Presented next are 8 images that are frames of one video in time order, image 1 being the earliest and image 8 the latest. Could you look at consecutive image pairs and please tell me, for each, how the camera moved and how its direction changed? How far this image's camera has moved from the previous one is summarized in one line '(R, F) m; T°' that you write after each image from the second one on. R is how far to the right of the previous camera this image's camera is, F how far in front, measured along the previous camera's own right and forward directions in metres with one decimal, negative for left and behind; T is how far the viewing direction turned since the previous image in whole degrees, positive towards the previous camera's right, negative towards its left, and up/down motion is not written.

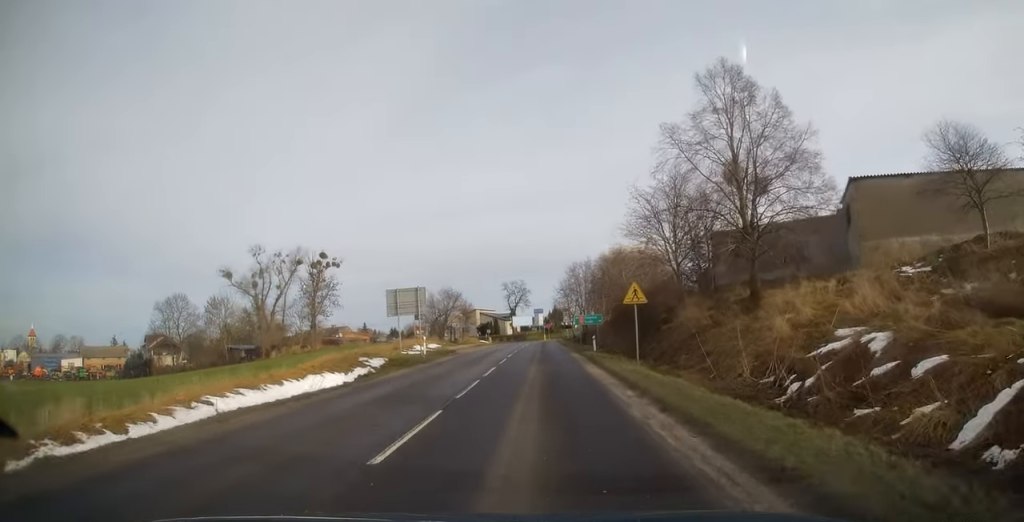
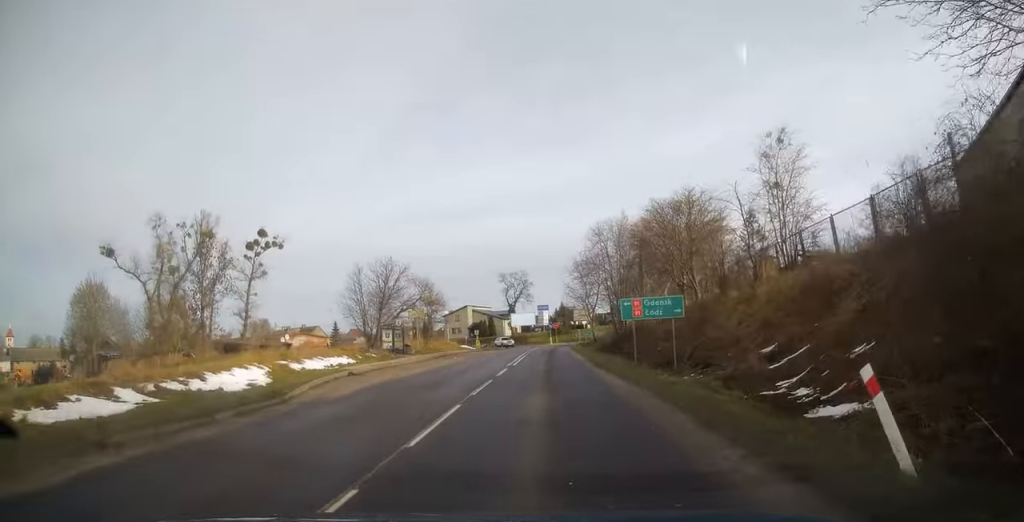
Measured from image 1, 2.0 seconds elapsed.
(+0.3, +29.2) m; 0°
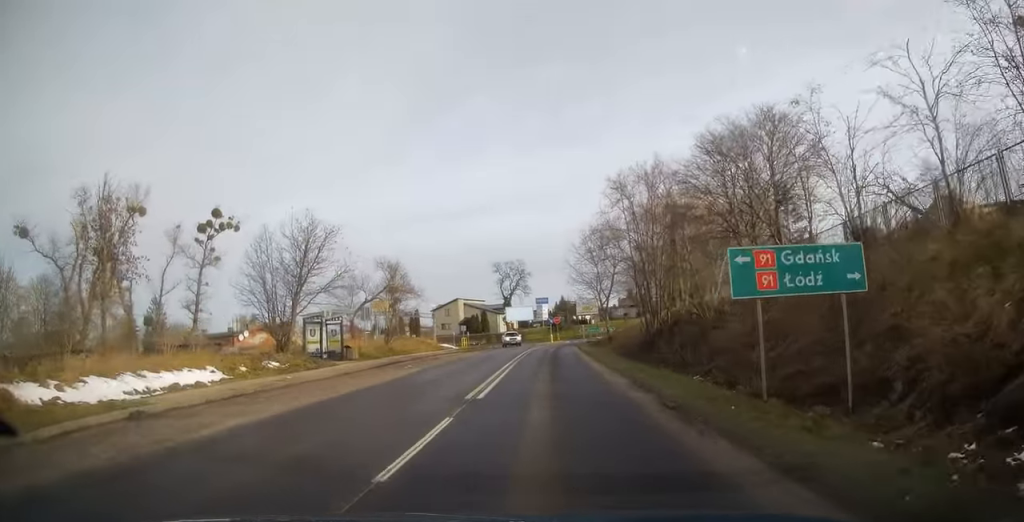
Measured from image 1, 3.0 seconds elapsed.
(-0.4, +13.9) m; -1°
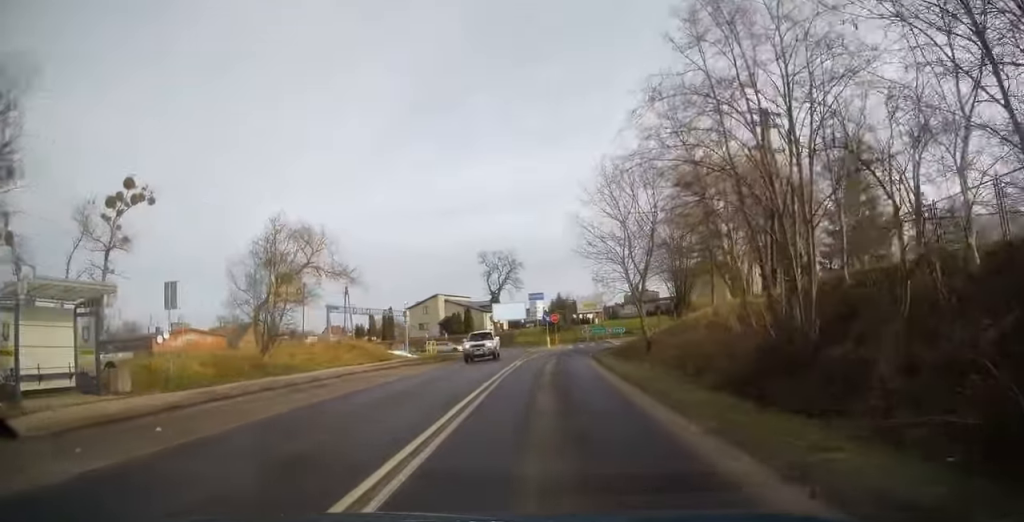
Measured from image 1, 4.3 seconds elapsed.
(+0.3, +18.4) m; +1°
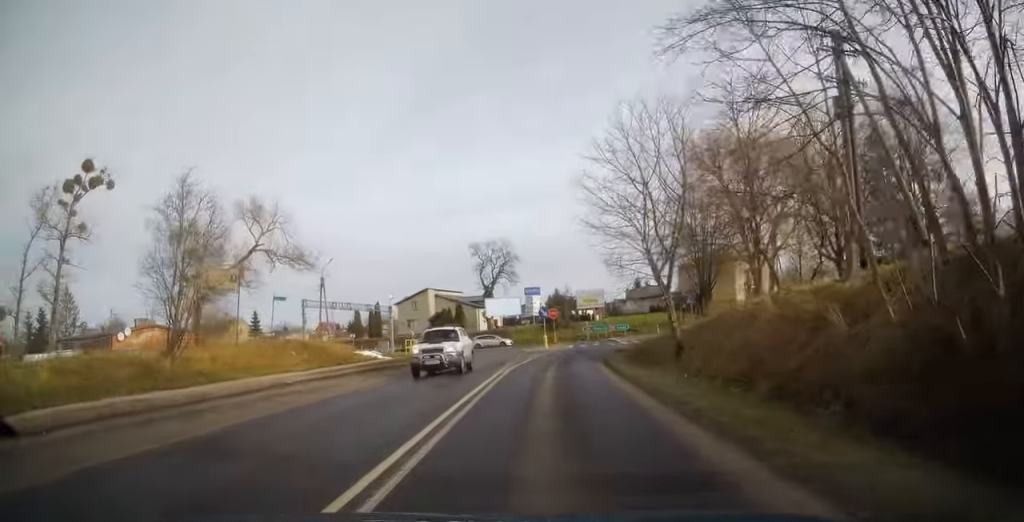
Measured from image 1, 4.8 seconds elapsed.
(-0.1, +6.8) m; 0°
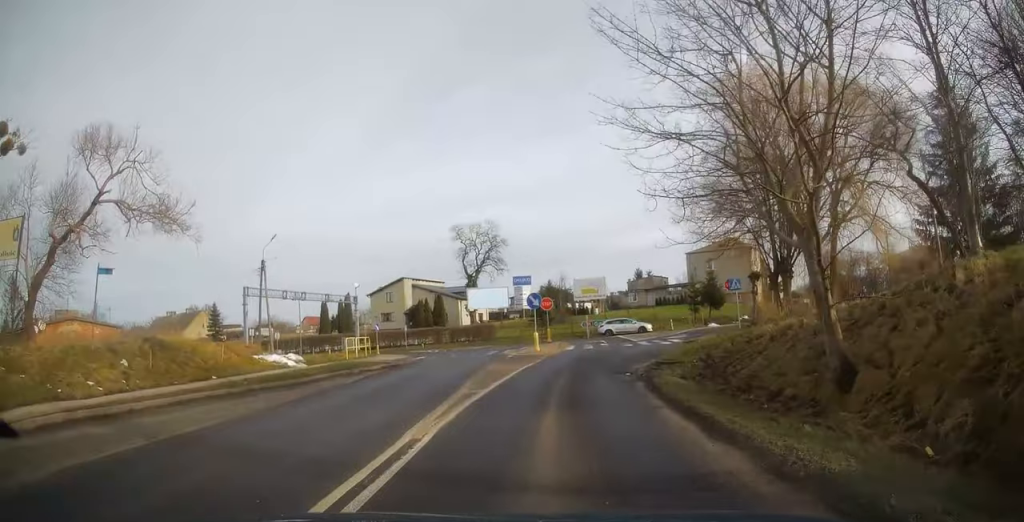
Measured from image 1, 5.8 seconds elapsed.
(+0.2, +12.3) m; 0°
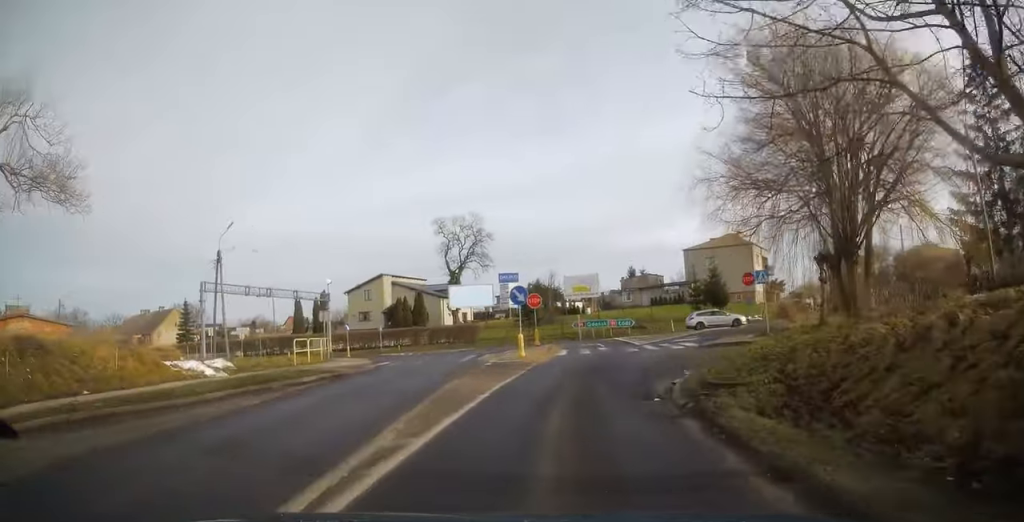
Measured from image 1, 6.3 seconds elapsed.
(0.0, +5.8) m; +1°
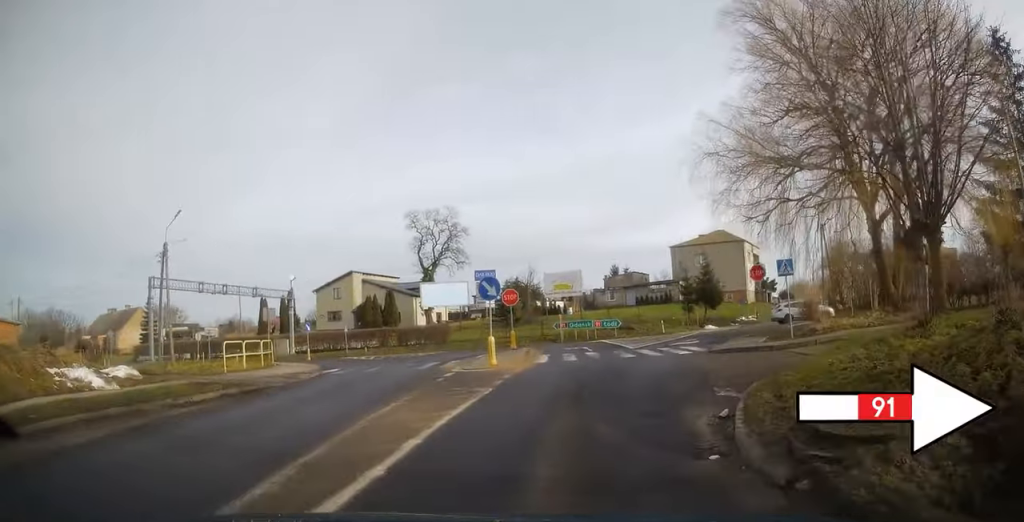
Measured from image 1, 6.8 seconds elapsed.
(-0.2, +5.0) m; +1°
